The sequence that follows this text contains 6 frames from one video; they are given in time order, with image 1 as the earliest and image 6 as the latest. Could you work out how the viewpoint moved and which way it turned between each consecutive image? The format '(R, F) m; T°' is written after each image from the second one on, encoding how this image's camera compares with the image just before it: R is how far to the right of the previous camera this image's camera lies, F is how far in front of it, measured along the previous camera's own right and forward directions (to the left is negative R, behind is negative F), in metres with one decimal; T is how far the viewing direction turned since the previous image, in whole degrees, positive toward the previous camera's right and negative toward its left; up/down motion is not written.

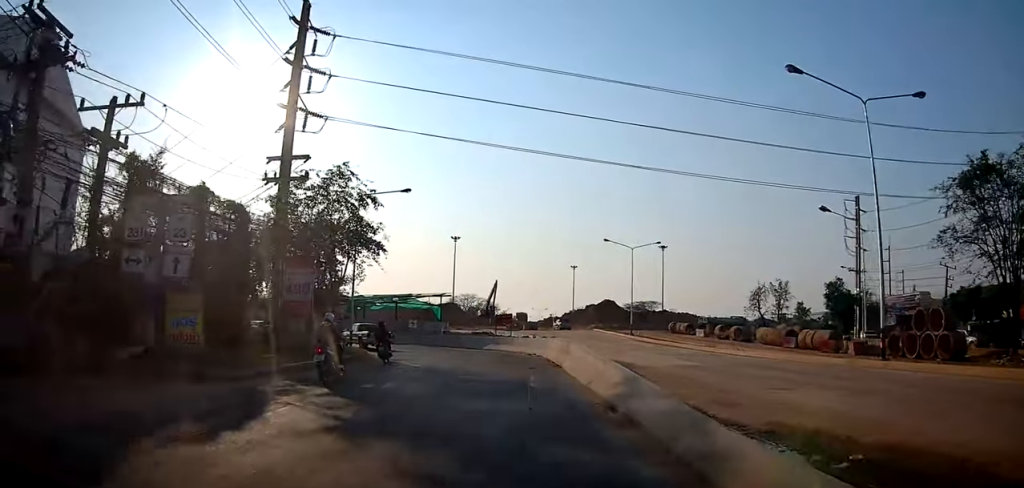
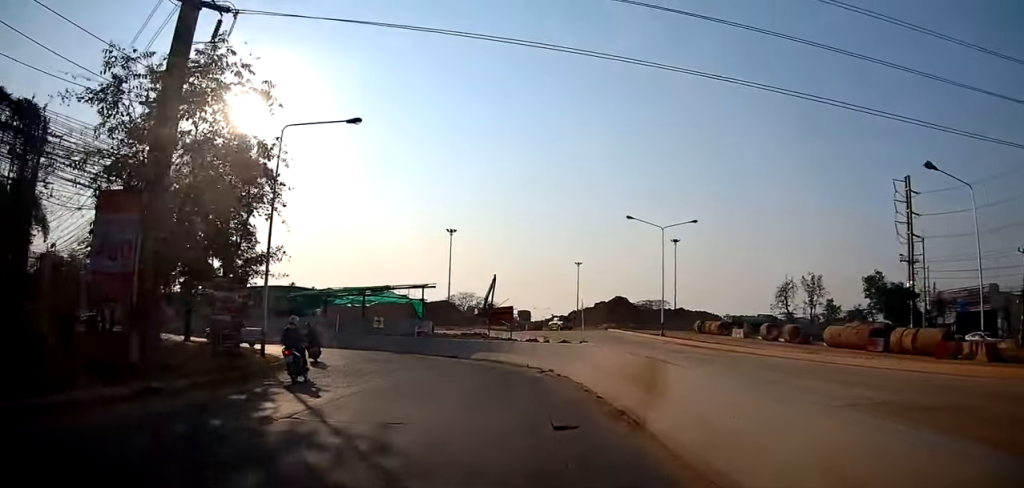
(+0.1, +11.7) m; -1°
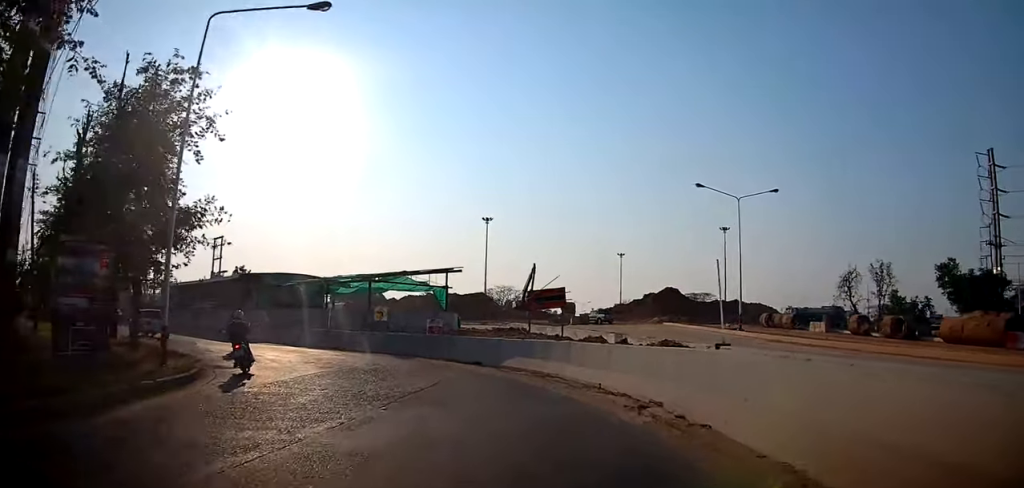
(-0.2, +8.4) m; -3°
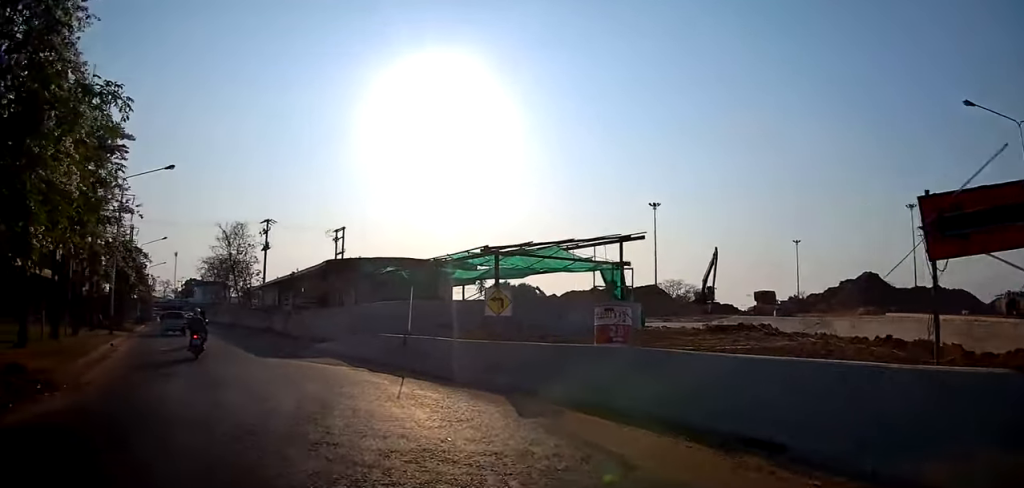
(-1.2, +12.2) m; -18°
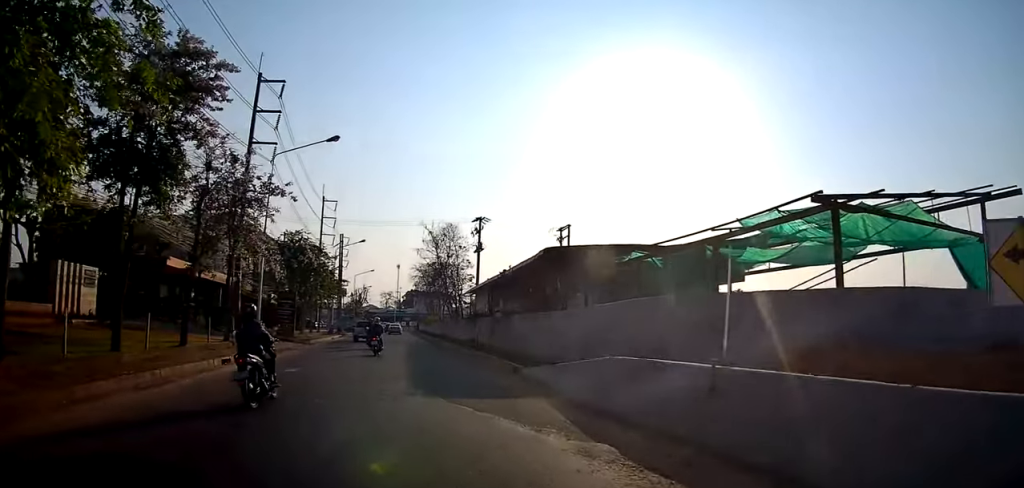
(-1.9, +8.2) m; -22°
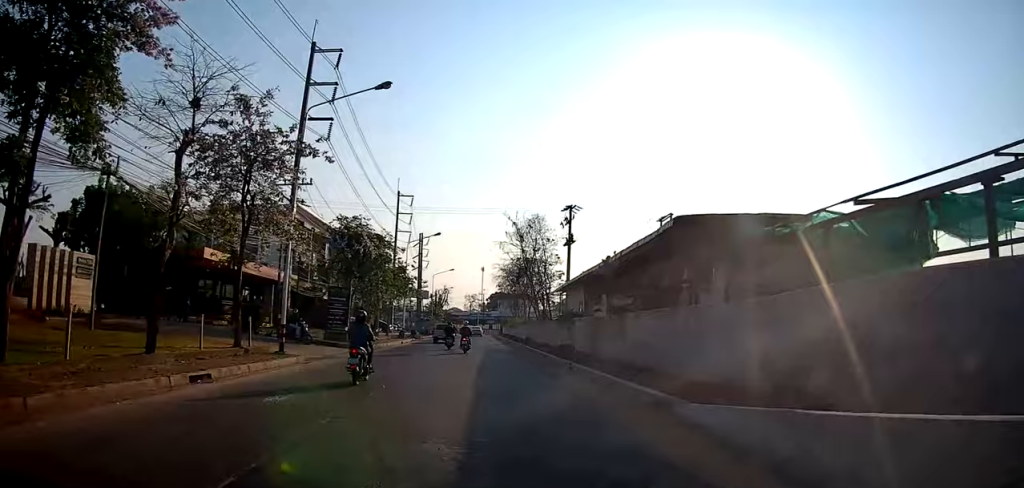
(-0.6, +6.7) m; -8°
